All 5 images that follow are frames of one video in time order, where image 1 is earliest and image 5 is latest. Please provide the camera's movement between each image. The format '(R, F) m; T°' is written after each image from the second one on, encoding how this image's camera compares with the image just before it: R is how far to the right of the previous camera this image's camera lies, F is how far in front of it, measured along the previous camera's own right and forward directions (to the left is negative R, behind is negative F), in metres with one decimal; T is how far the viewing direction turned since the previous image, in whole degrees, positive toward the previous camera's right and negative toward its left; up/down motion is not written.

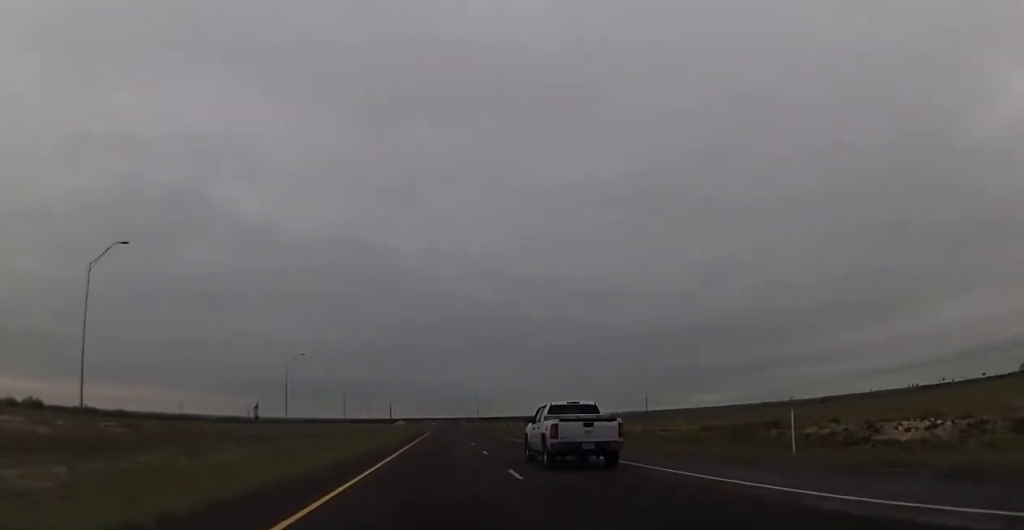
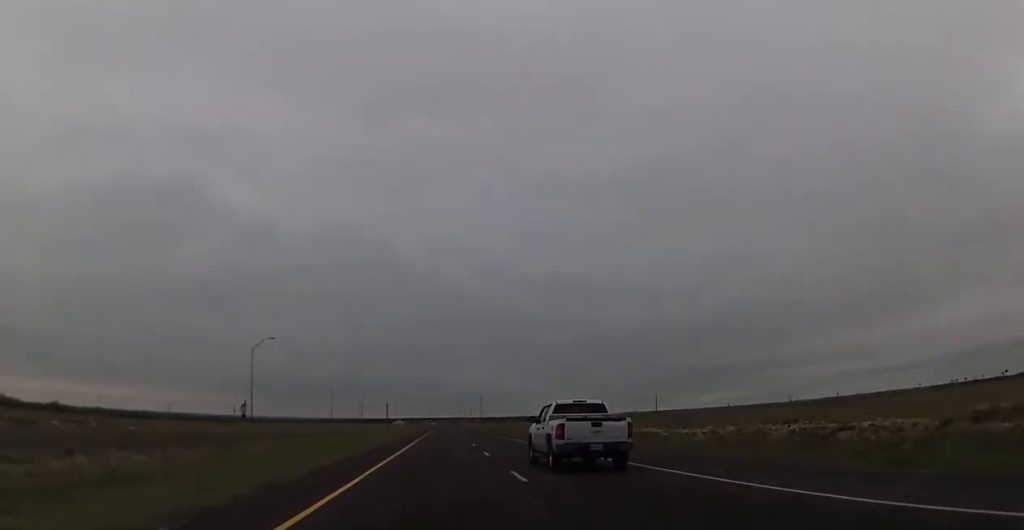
(0.0, +24.7) m; 0°
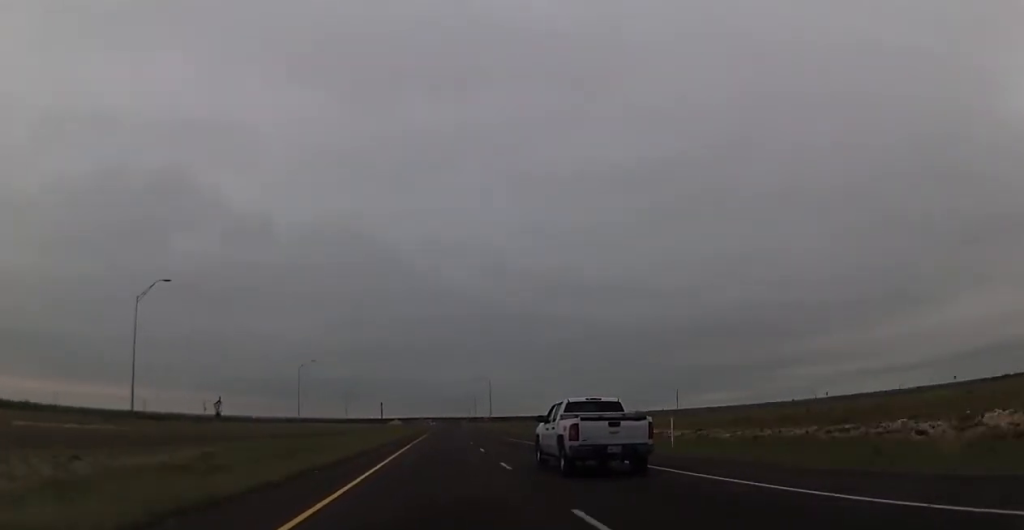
(-0.4, +44.5) m; 0°
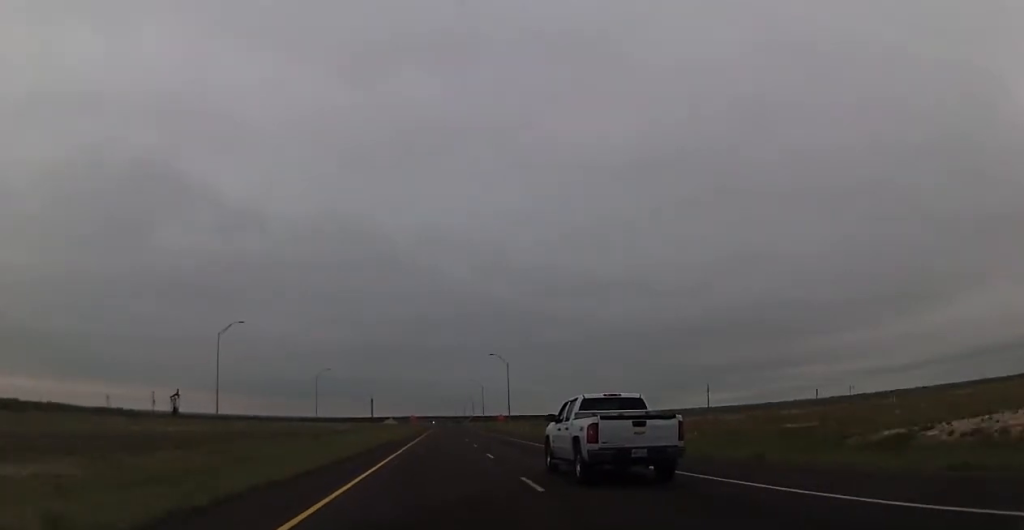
(+0.3, +54.5) m; +1°
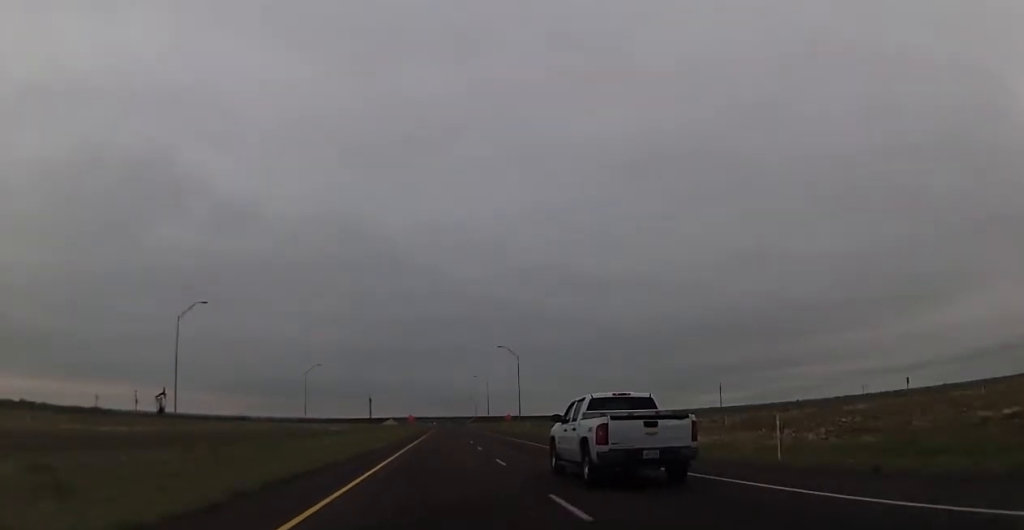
(0.0, +16.1) m; 0°
